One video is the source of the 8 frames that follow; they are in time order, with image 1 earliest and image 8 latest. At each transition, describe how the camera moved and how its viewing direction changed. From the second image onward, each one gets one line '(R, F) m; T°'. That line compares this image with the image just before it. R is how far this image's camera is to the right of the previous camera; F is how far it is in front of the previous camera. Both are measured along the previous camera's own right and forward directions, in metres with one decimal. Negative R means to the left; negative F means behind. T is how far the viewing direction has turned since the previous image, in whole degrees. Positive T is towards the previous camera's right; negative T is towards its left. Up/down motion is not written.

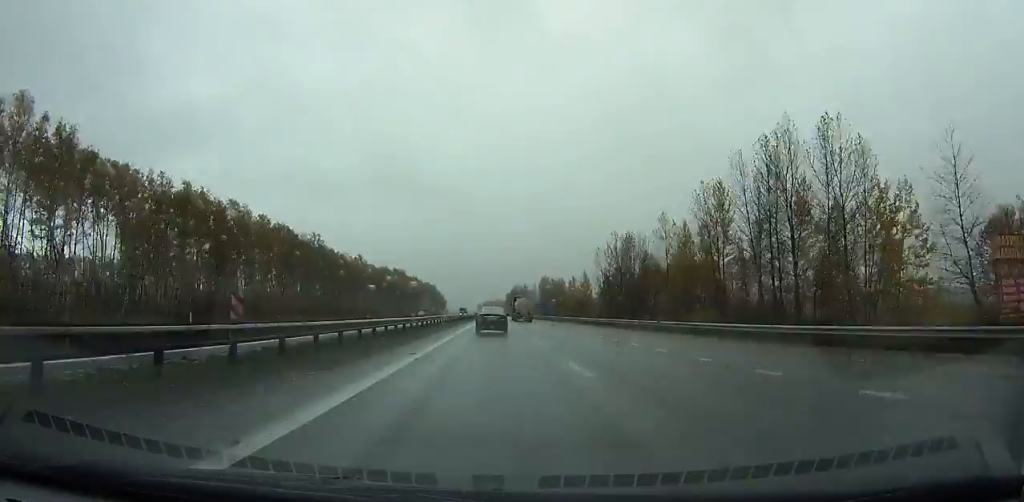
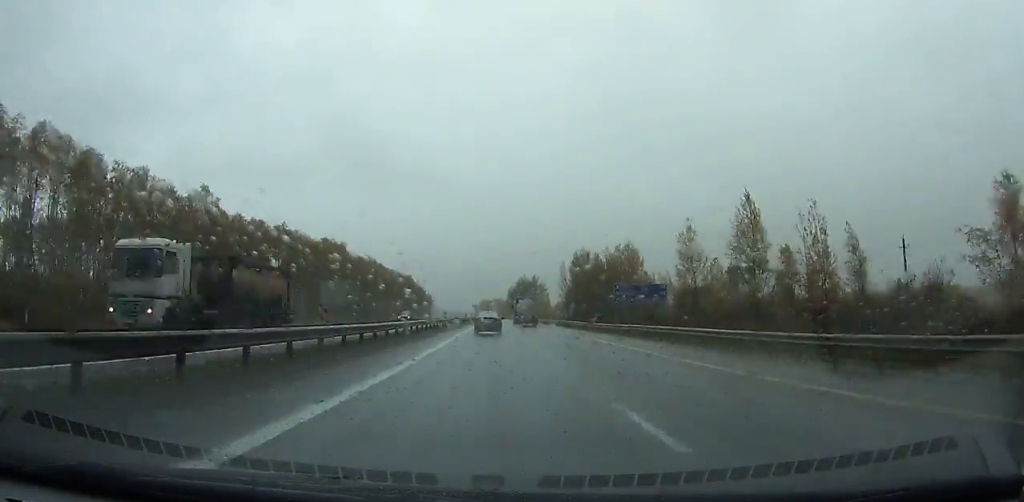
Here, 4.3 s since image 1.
(+0.2, +115.0) m; 0°
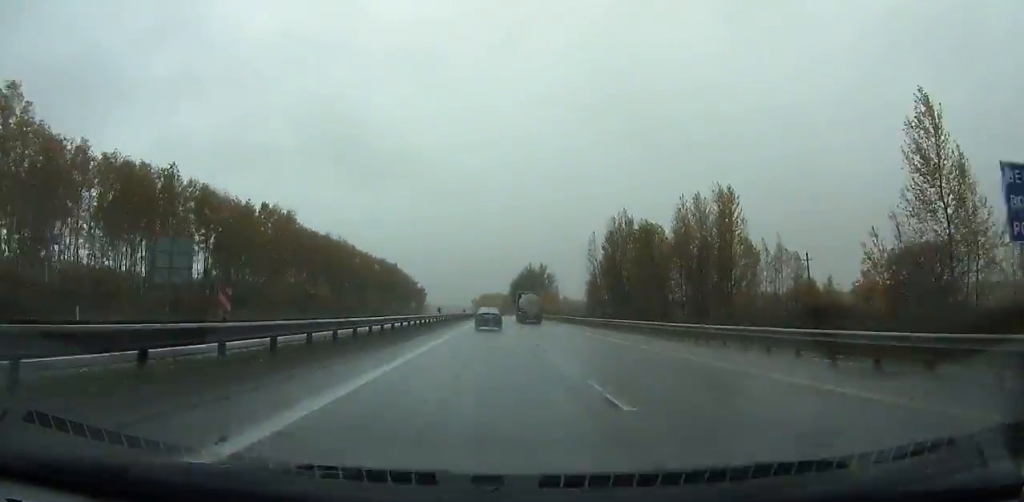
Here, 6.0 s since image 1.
(+0.1, +45.9) m; 0°
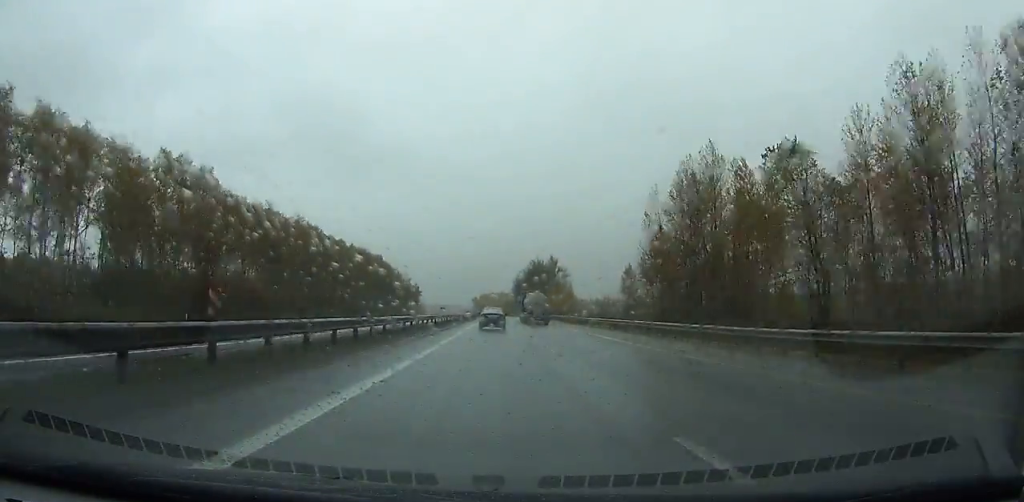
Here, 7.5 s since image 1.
(0.0, +40.8) m; 0°
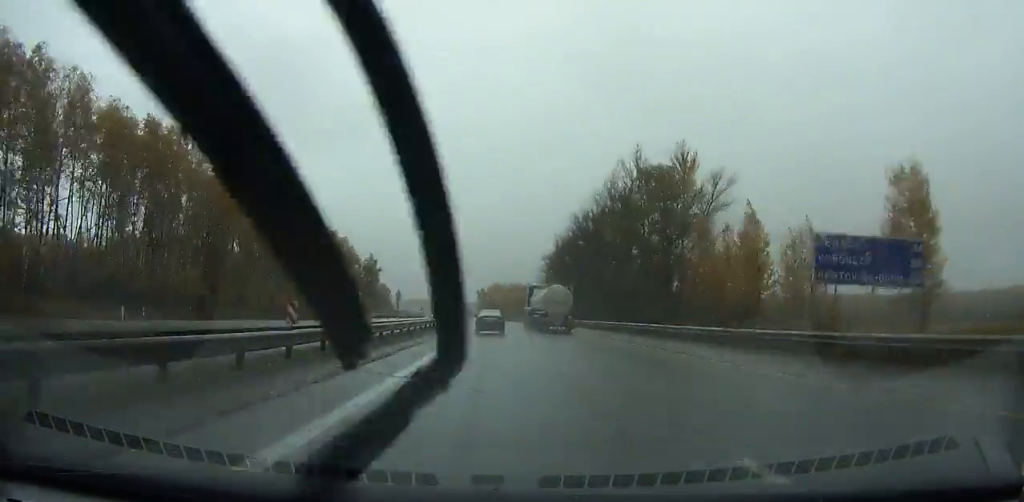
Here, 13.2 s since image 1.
(-1.3, +157.4) m; -1°
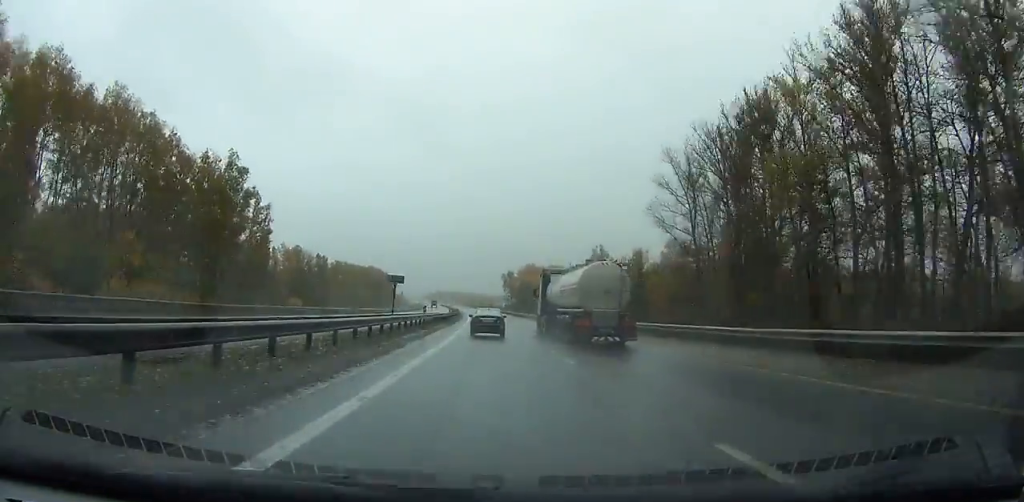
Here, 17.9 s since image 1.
(-2.5, +131.1) m; -3°
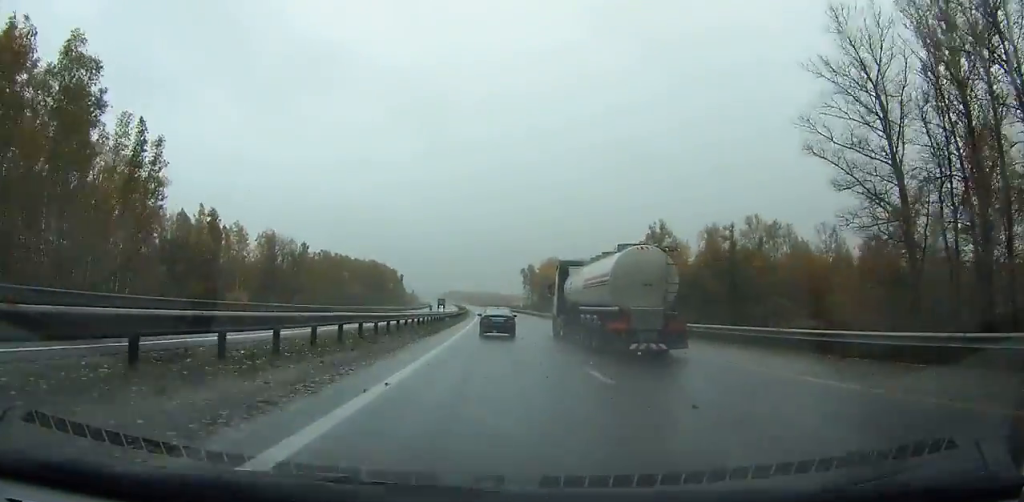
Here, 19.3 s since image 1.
(-0.4, +39.2) m; -1°
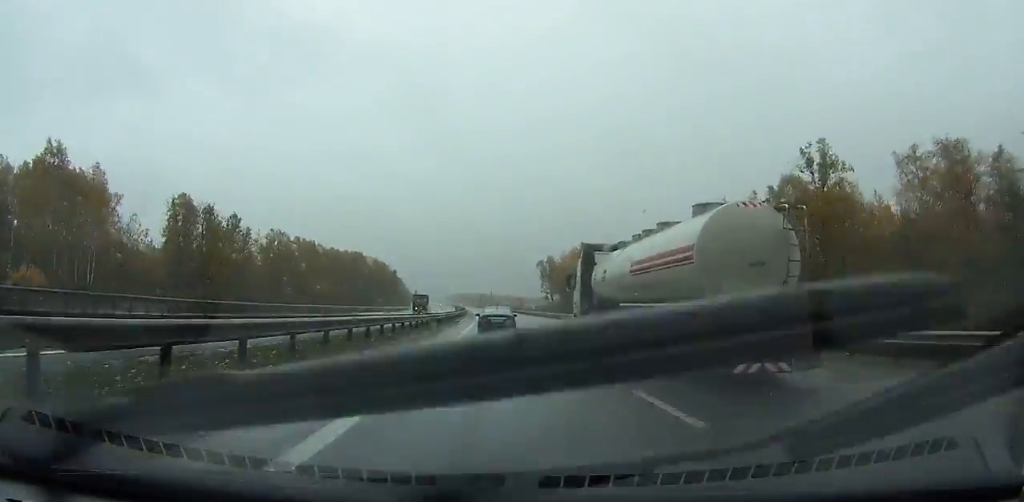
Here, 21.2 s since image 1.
(-0.7, +53.1) m; -1°
